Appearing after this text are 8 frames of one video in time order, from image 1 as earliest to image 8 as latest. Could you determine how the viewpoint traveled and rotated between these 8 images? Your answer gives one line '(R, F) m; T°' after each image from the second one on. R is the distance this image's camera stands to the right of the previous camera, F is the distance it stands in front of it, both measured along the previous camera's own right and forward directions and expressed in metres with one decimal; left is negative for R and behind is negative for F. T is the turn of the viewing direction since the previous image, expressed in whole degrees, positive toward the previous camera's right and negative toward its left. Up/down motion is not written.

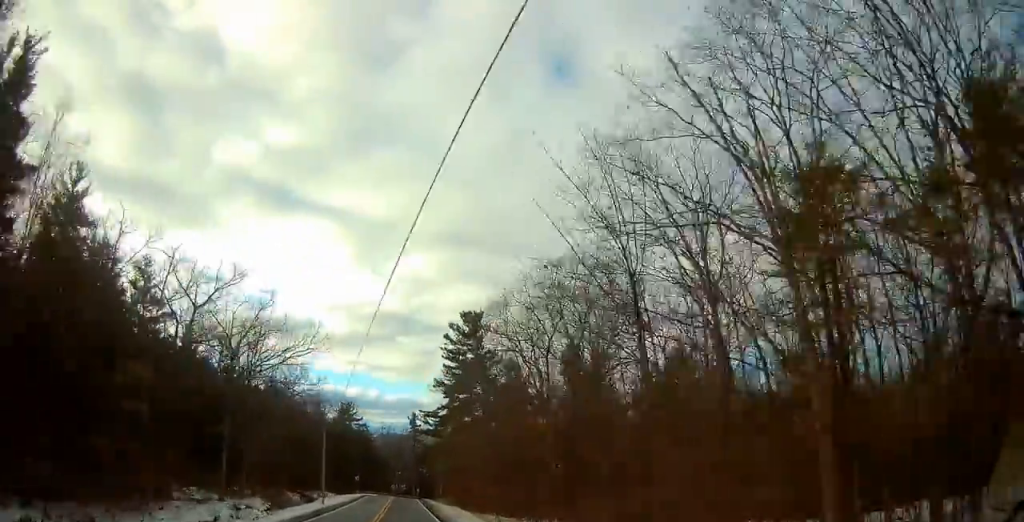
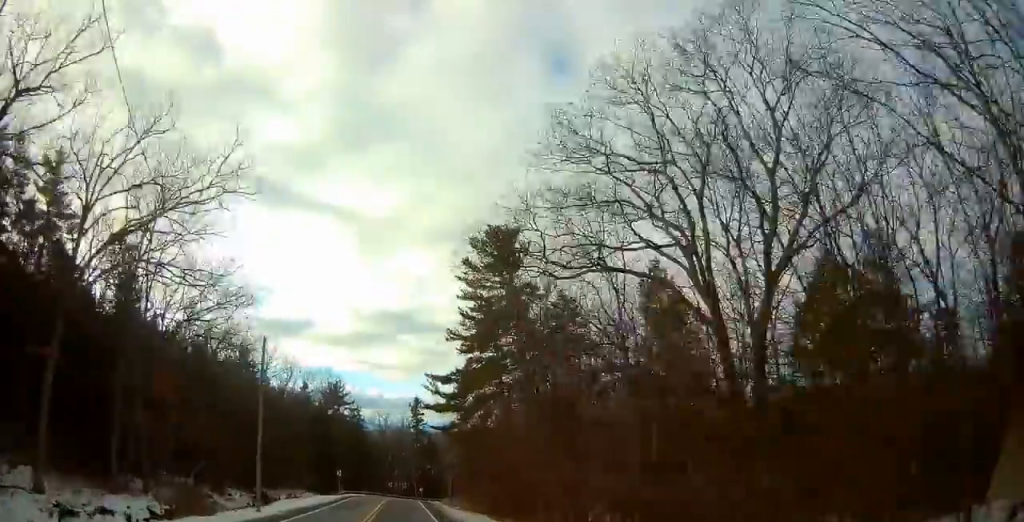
(-0.1, +24.0) m; 0°
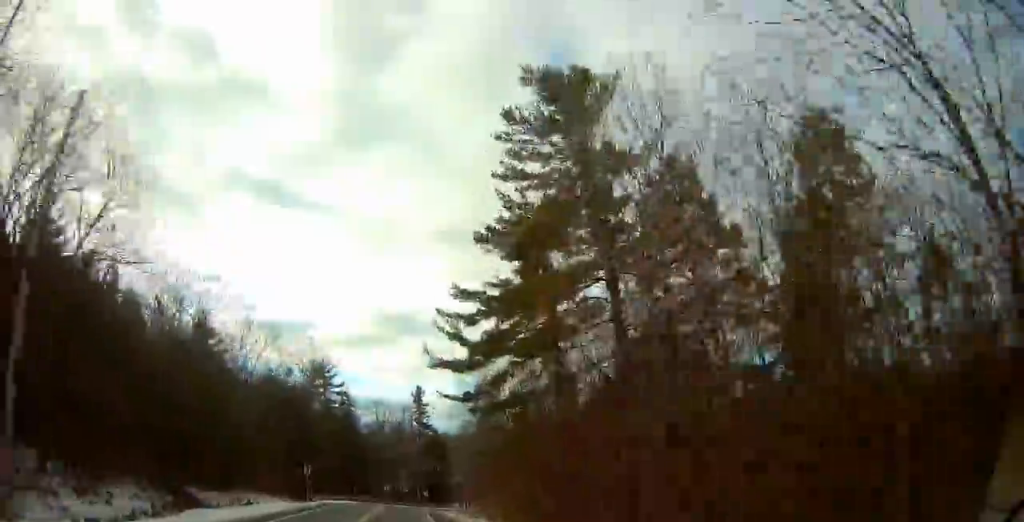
(+0.2, +22.1) m; -1°
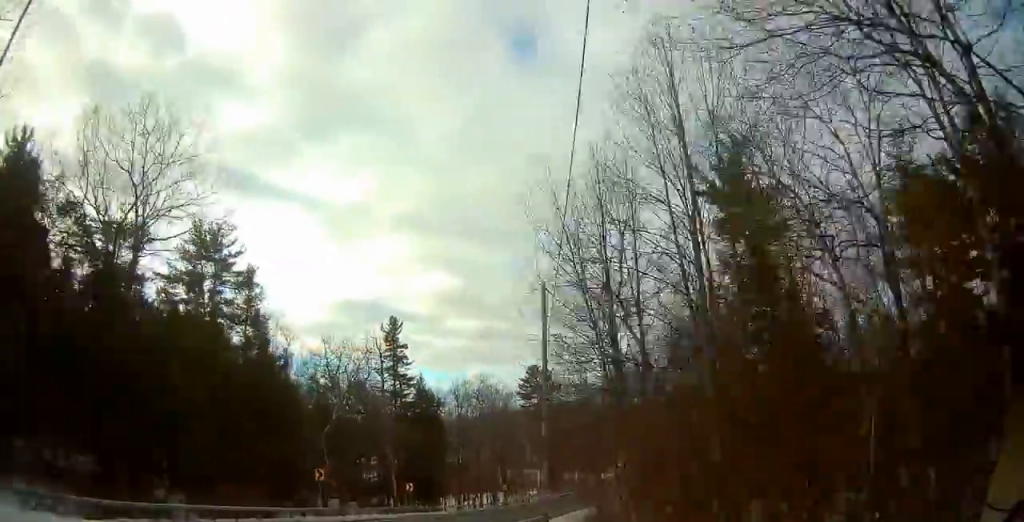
(-0.7, +47.3) m; 0°
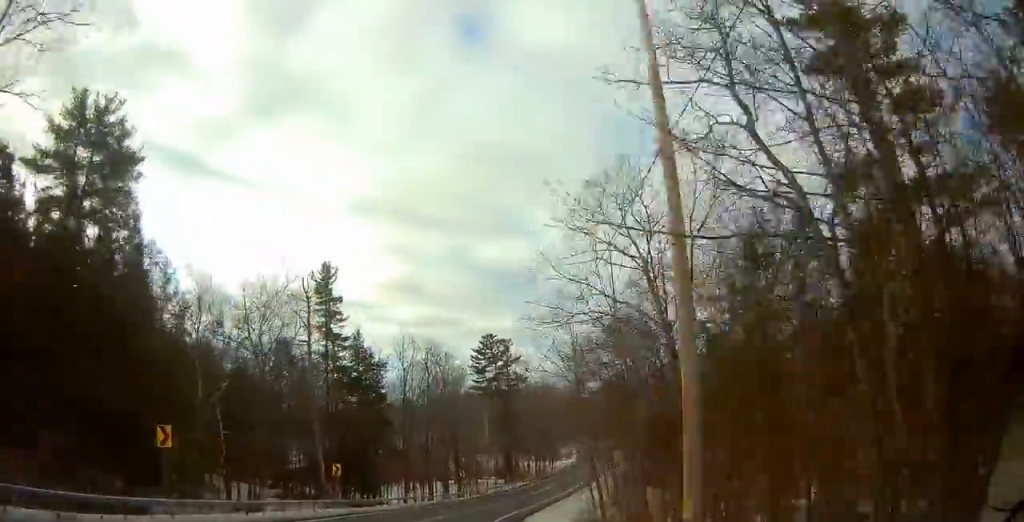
(0.0, +14.7) m; +3°
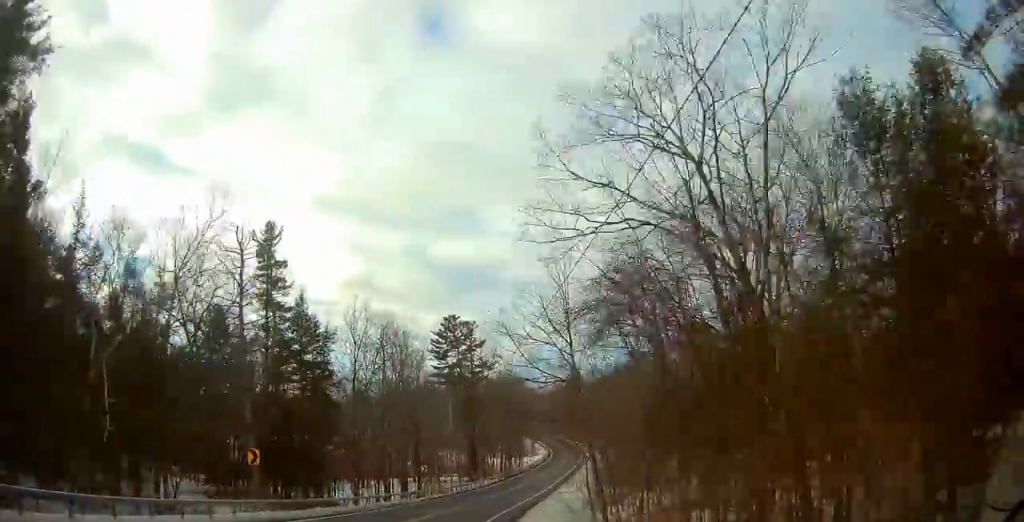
(-0.1, +9.5) m; +3°
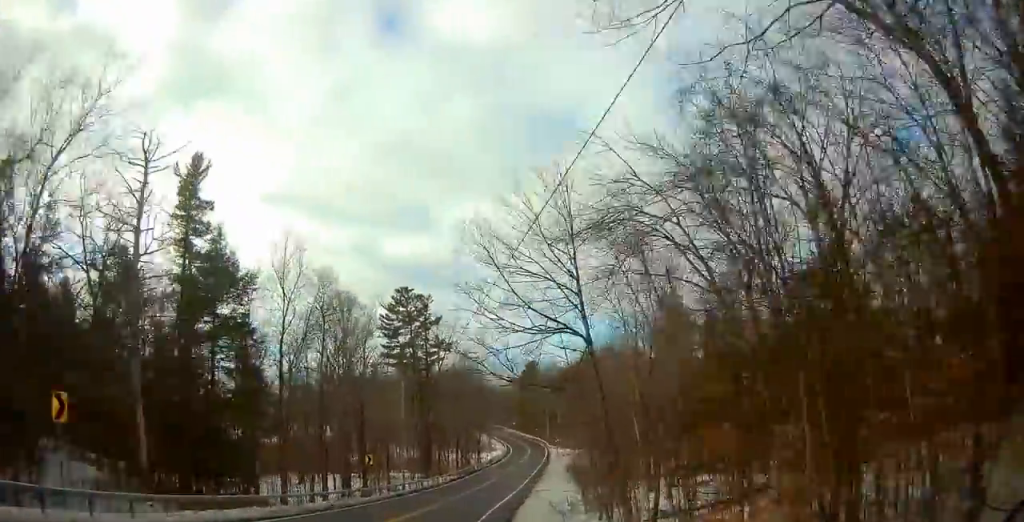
(+0.7, +10.9) m; +4°
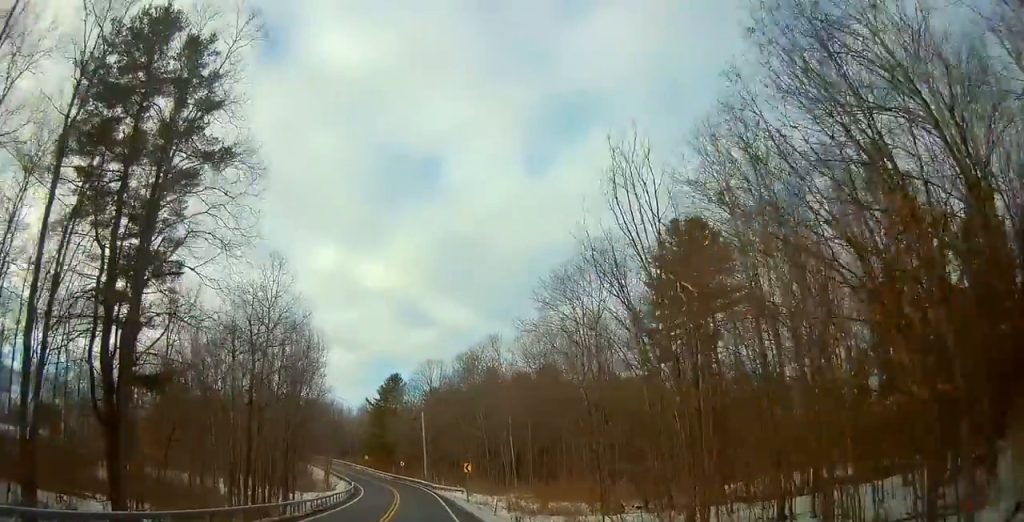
(+9.3, +51.0) m; +19°
